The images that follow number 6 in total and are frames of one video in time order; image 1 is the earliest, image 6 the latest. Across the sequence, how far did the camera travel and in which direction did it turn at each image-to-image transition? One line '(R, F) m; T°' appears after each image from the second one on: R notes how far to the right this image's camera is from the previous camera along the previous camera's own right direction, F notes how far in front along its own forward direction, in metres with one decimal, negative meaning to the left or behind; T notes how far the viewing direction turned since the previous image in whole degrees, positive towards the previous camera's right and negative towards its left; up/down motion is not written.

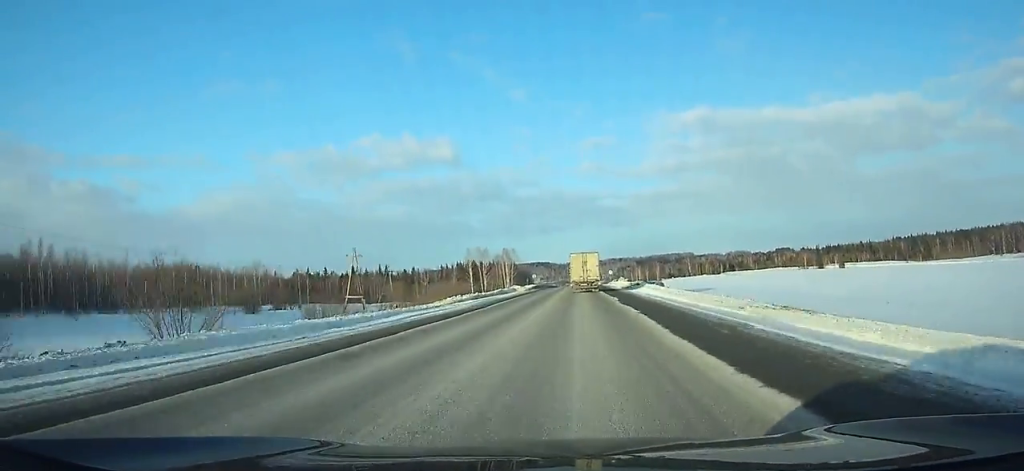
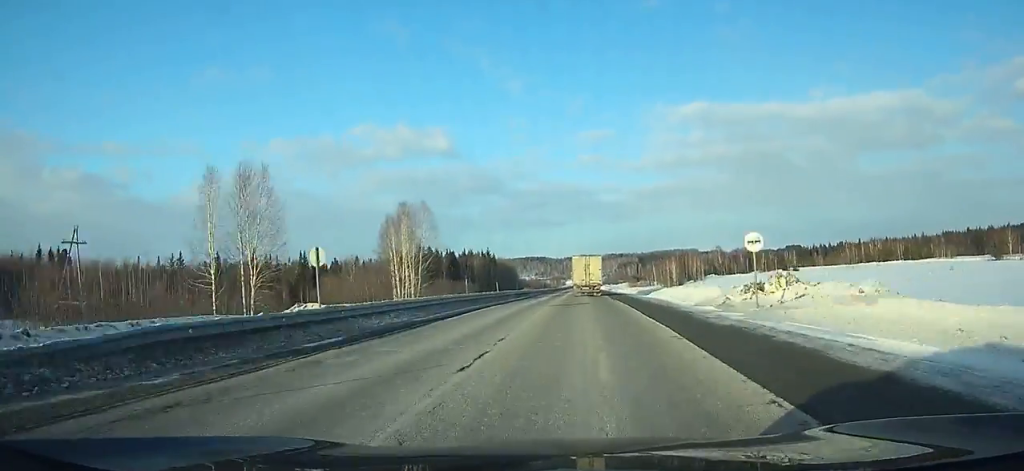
(-0.1, +96.8) m; 0°
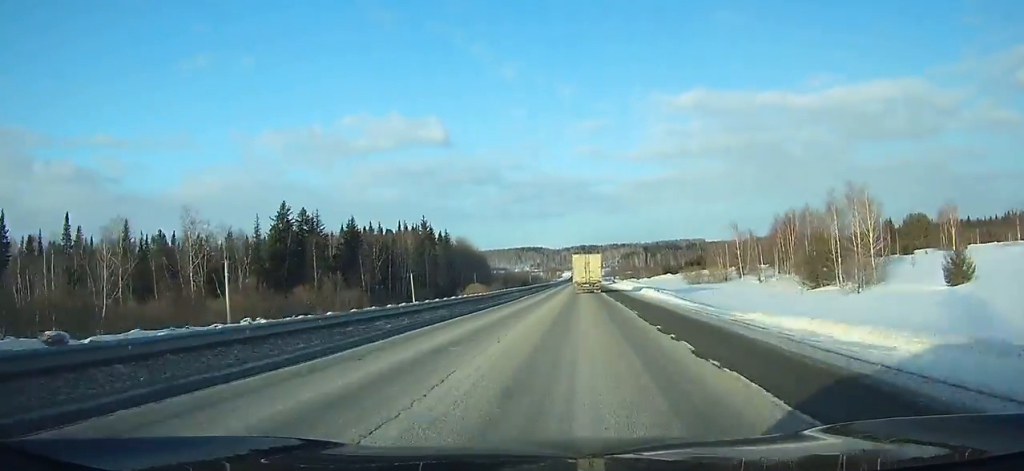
(+0.4, +114.3) m; +1°
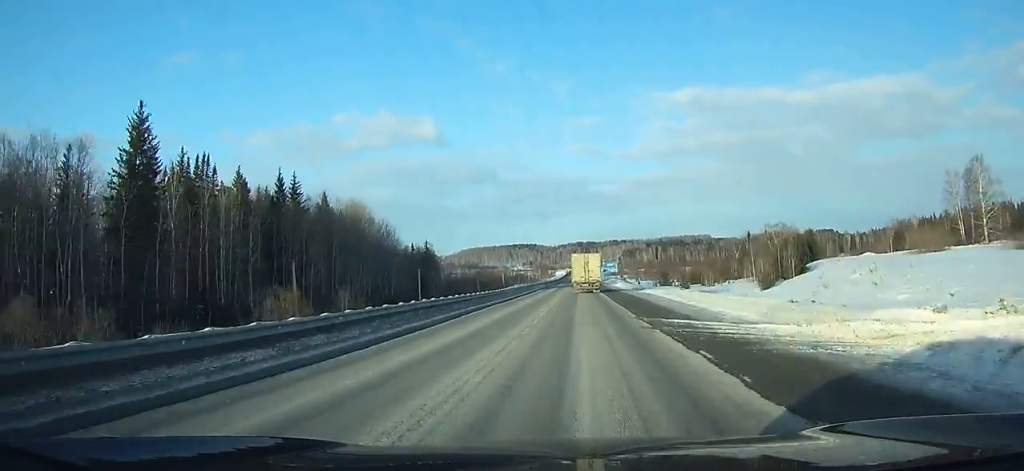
(+0.1, +112.0) m; -1°
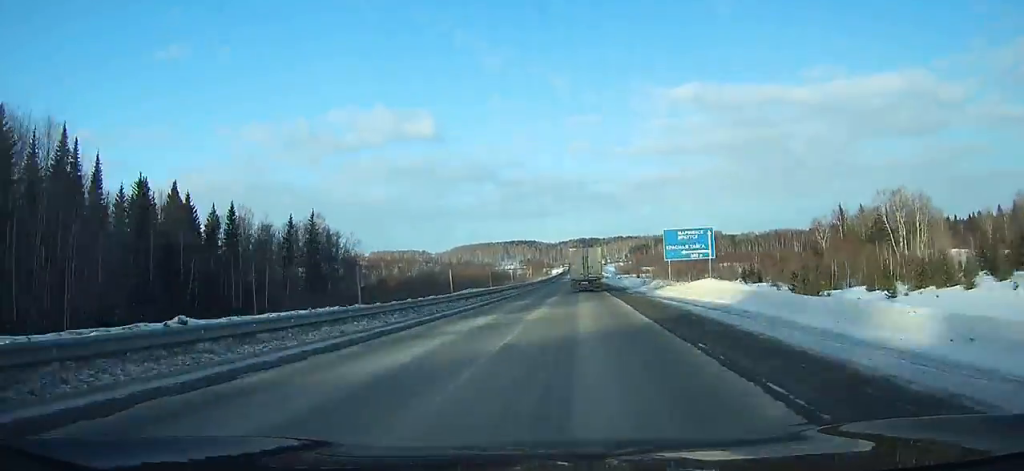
(-0.9, +94.2) m; -1°
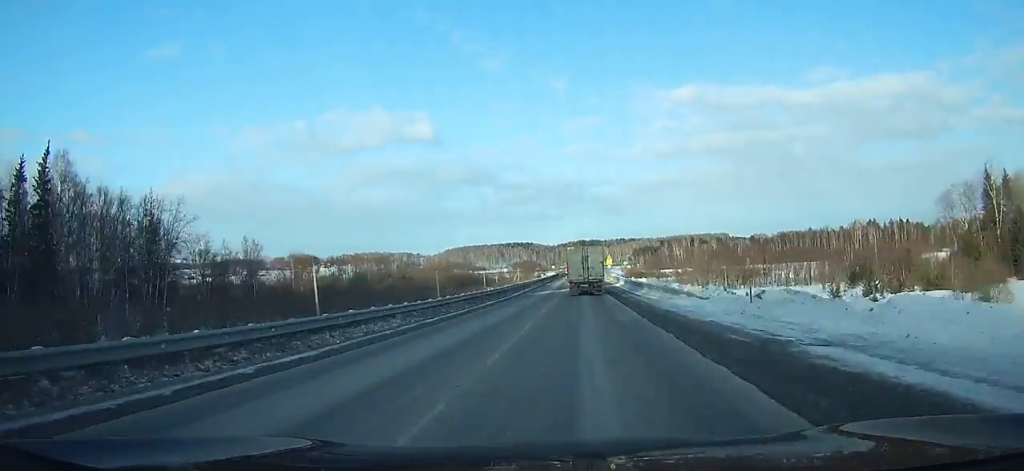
(+0.1, +68.2) m; +1°
